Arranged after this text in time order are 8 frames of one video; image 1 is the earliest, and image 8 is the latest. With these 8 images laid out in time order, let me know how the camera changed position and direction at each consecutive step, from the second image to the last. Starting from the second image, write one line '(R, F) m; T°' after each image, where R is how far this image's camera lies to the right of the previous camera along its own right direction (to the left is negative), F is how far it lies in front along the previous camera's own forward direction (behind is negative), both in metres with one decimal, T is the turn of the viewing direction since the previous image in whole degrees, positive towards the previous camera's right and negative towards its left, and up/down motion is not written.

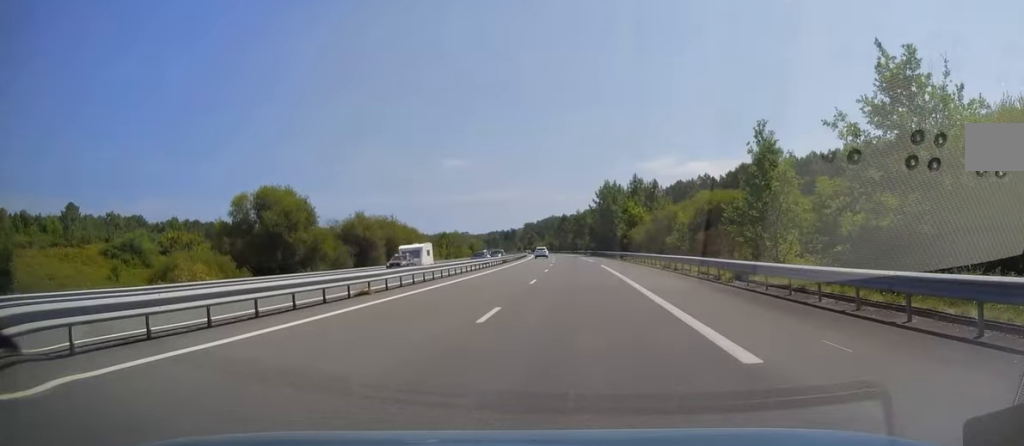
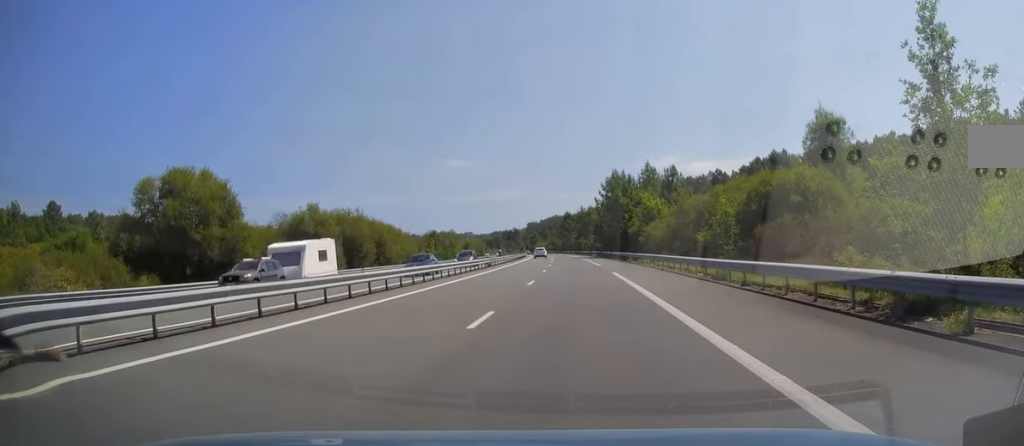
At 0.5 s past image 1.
(0.0, +13.8) m; 0°
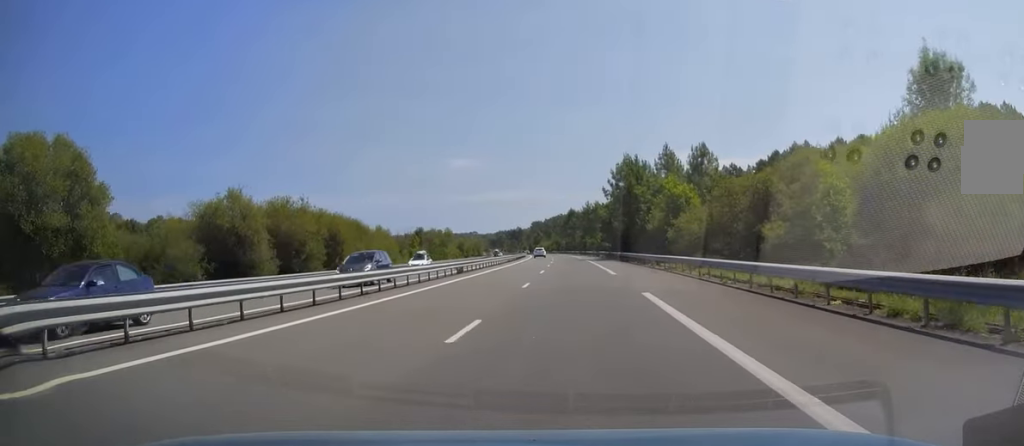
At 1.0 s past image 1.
(-0.2, +14.8) m; 0°
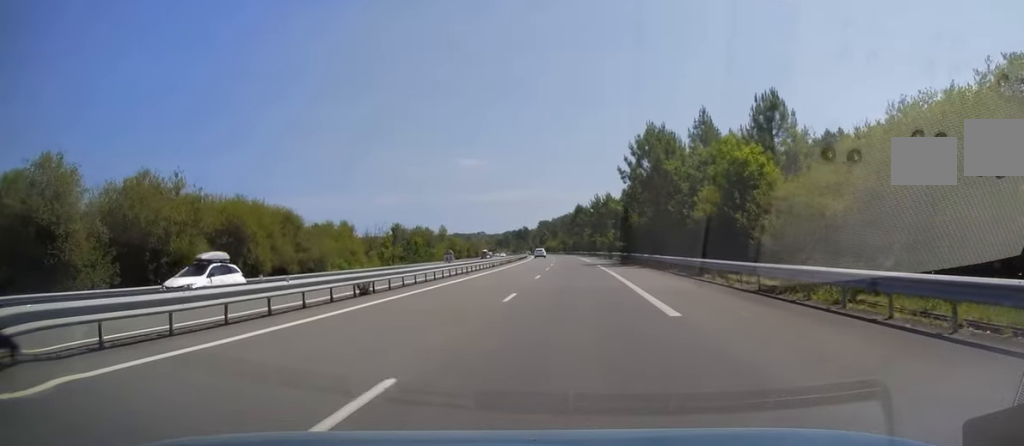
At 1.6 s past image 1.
(-0.1, +18.7) m; -1°
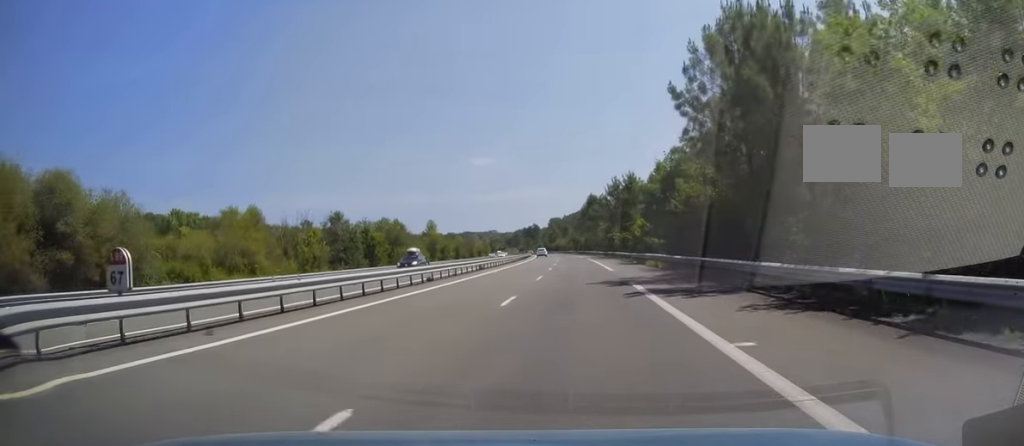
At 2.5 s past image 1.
(-0.1, +27.6) m; -1°
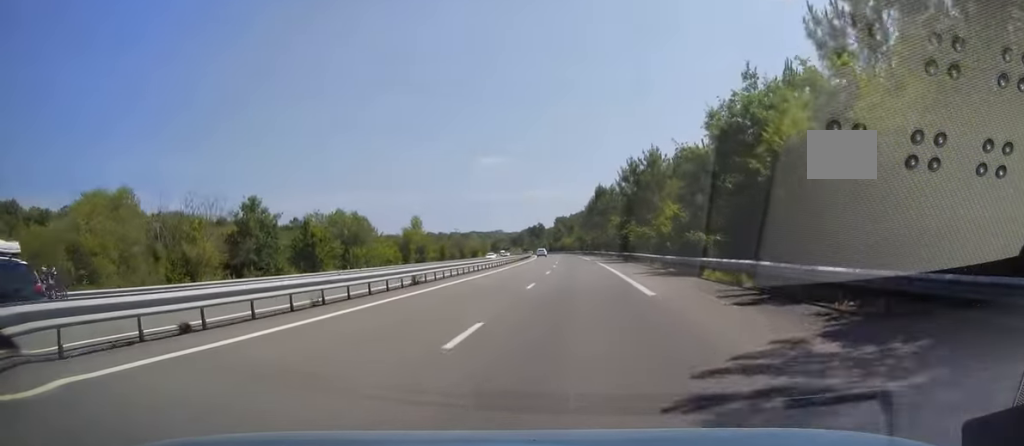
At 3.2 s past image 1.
(-0.2, +19.7) m; -1°
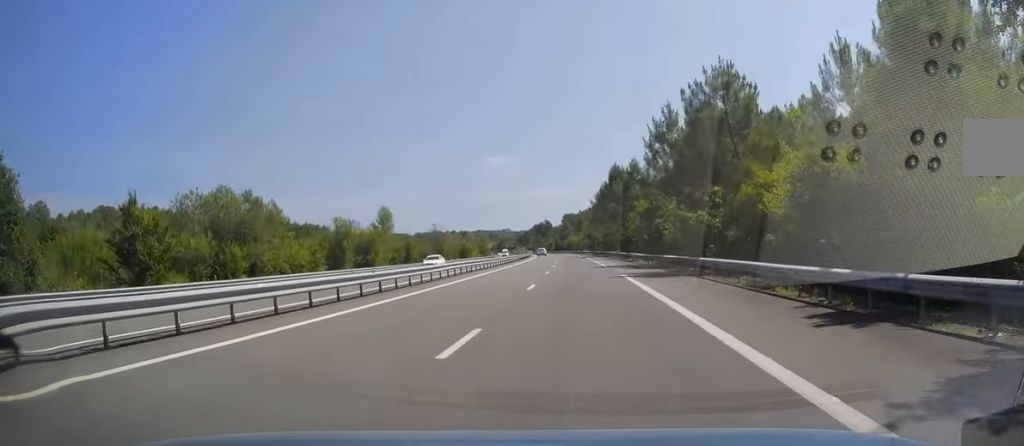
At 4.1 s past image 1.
(-0.4, +27.1) m; 0°
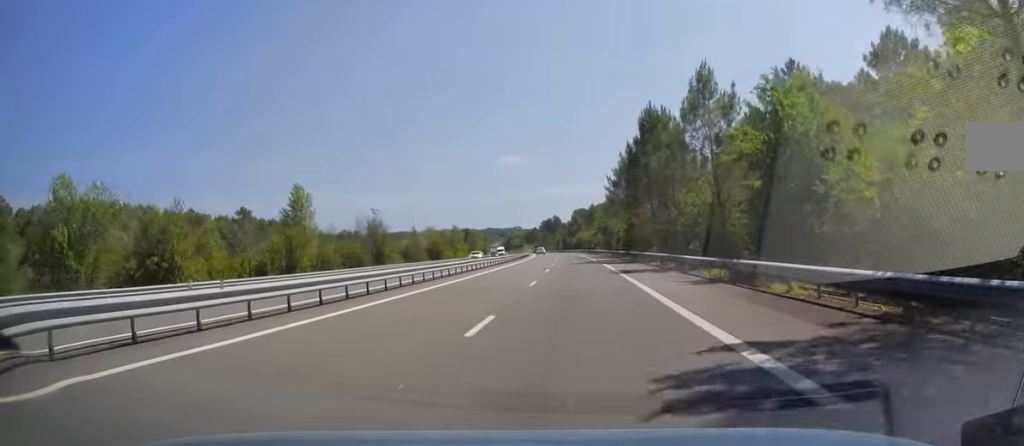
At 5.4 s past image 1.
(+0.1, +37.4) m; -1°
